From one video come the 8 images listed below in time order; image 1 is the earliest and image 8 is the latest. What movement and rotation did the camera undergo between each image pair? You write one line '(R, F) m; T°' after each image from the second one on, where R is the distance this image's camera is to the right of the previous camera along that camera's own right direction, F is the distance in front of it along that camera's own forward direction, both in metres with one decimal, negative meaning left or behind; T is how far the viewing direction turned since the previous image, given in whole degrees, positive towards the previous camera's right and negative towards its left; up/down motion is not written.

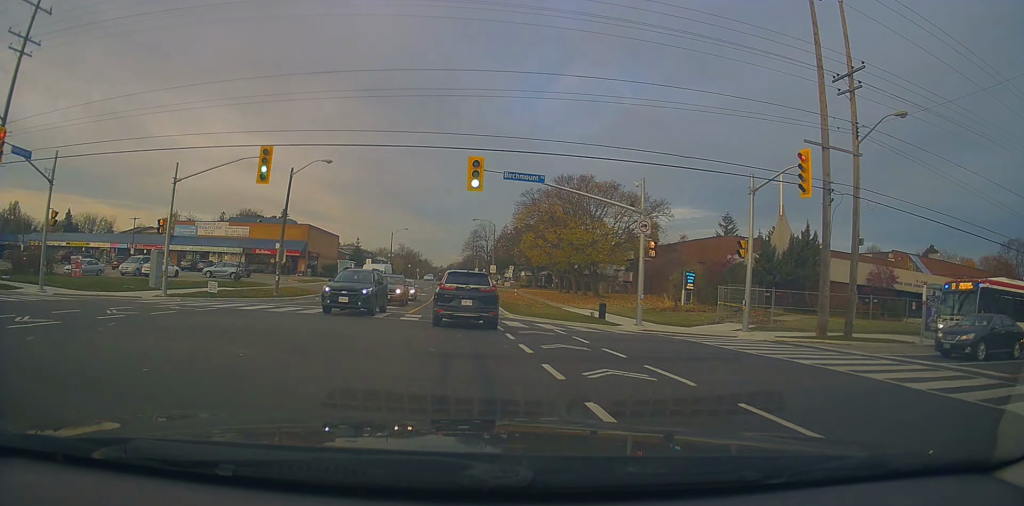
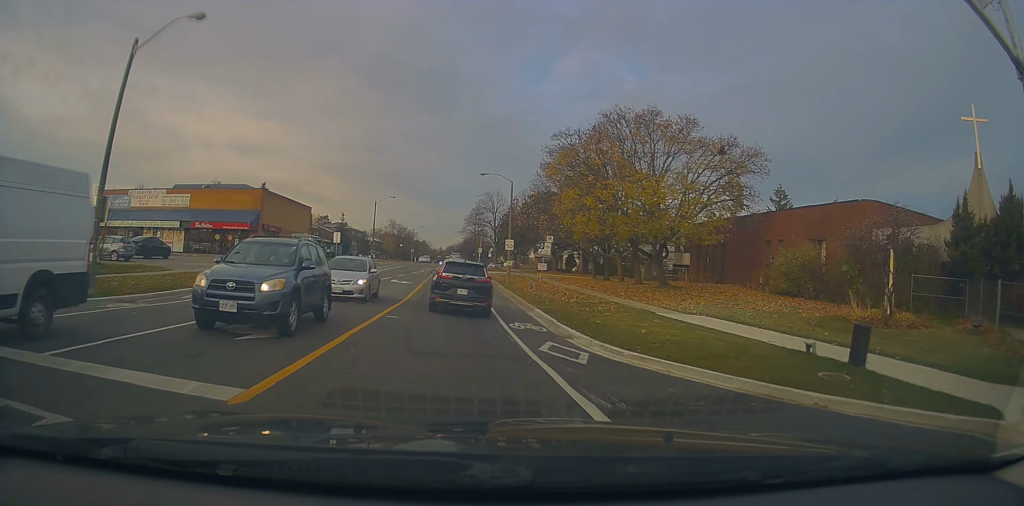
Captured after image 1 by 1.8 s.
(+0.6, +18.9) m; -2°
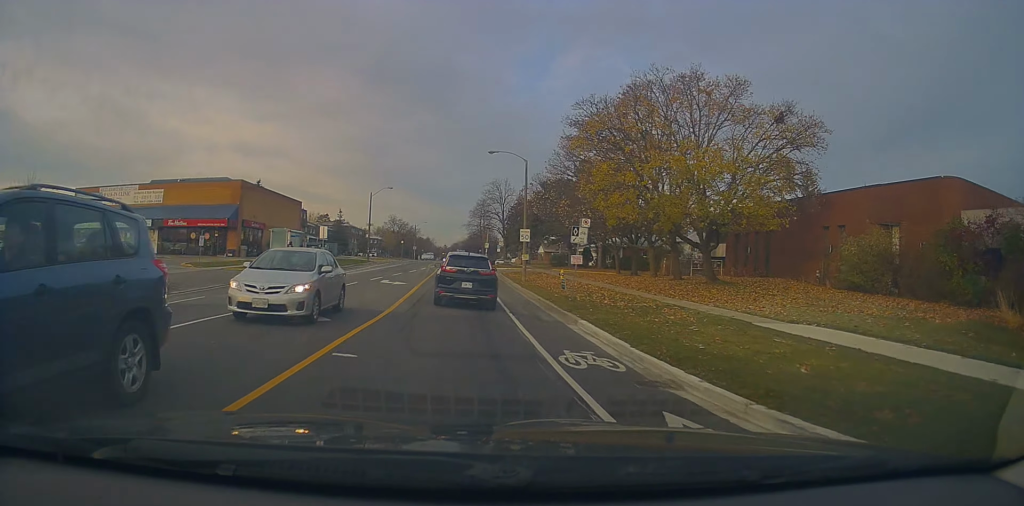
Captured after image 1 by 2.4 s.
(-0.5, +6.7) m; -1°
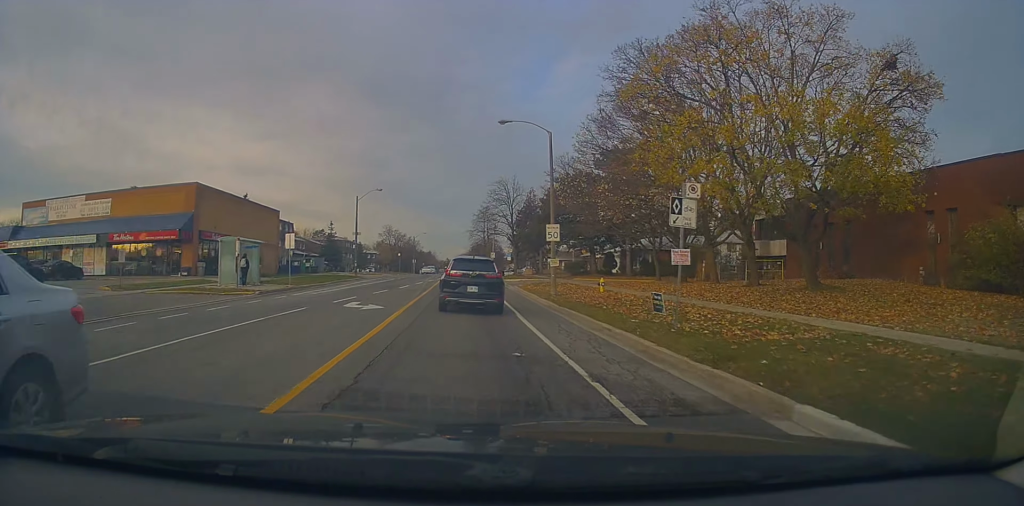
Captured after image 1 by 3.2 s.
(-0.1, +9.2) m; +1°
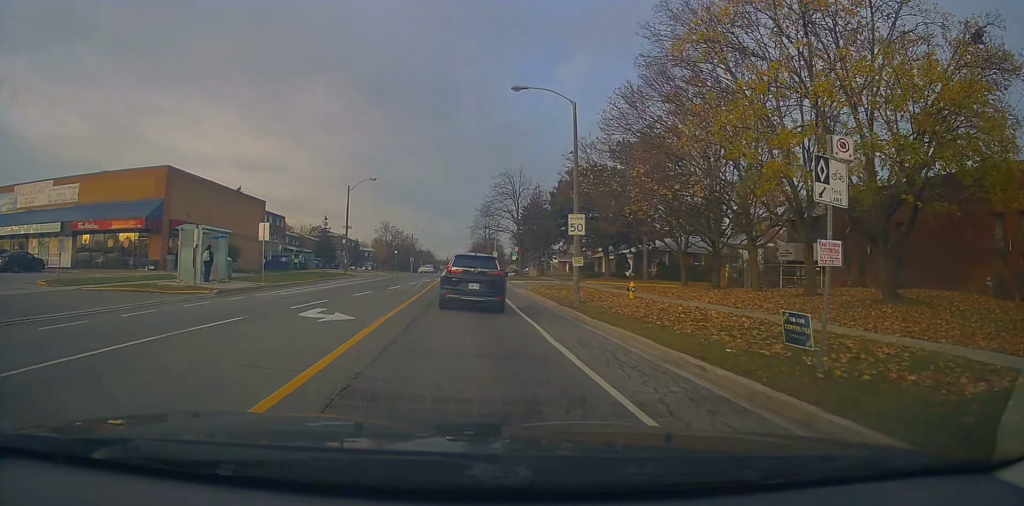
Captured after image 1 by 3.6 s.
(+0.2, +4.8) m; +1°
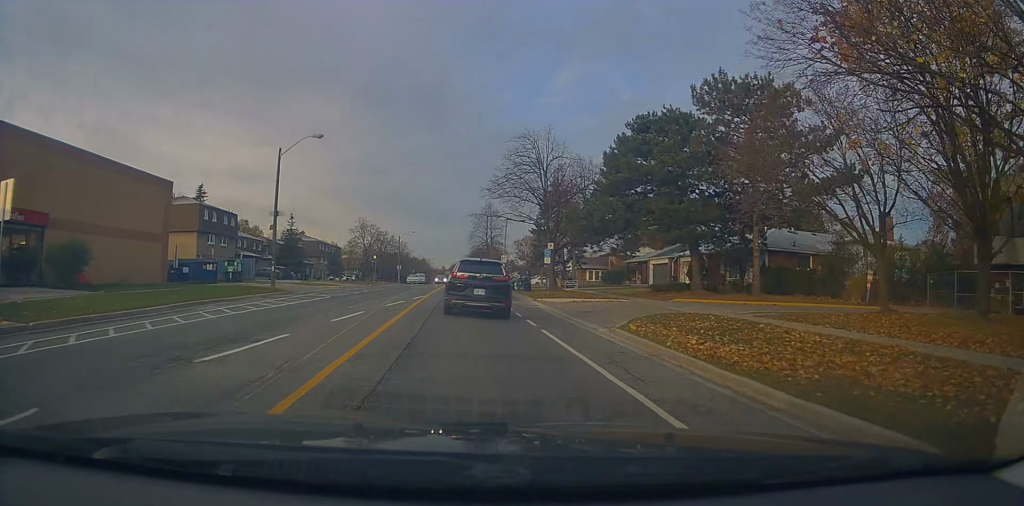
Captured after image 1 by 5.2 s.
(-0.1, +19.5) m; -2°
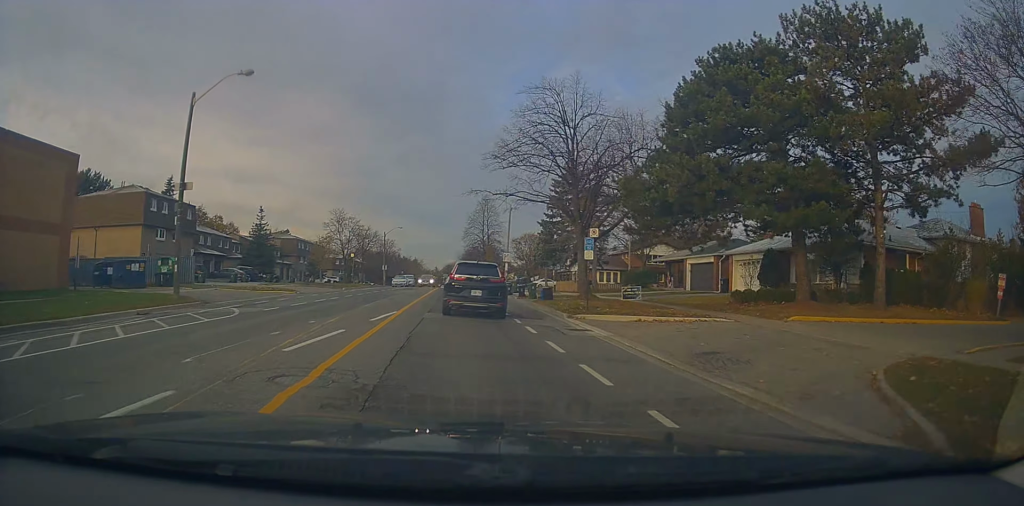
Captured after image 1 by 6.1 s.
(-0.2, +11.2) m; 0°
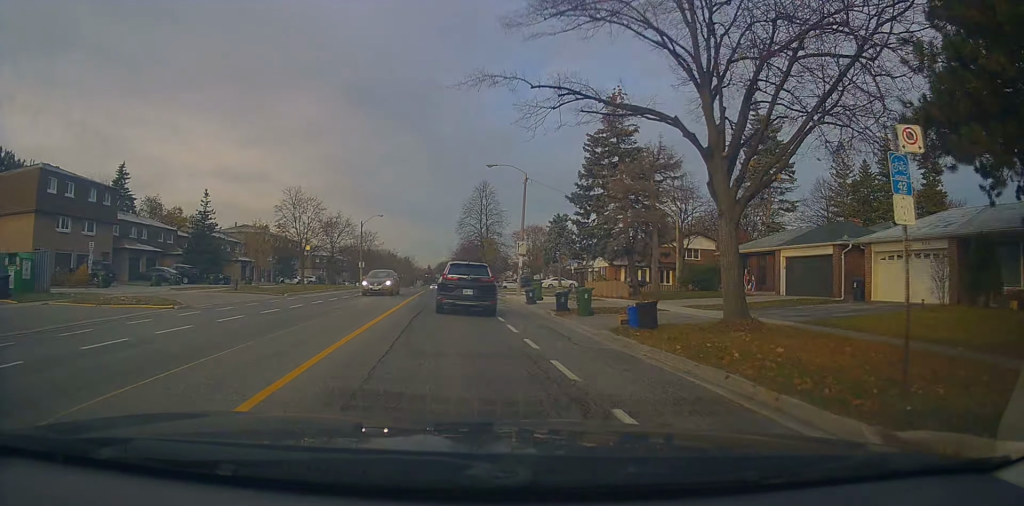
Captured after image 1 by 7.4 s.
(+0.6, +15.2) m; +5°
